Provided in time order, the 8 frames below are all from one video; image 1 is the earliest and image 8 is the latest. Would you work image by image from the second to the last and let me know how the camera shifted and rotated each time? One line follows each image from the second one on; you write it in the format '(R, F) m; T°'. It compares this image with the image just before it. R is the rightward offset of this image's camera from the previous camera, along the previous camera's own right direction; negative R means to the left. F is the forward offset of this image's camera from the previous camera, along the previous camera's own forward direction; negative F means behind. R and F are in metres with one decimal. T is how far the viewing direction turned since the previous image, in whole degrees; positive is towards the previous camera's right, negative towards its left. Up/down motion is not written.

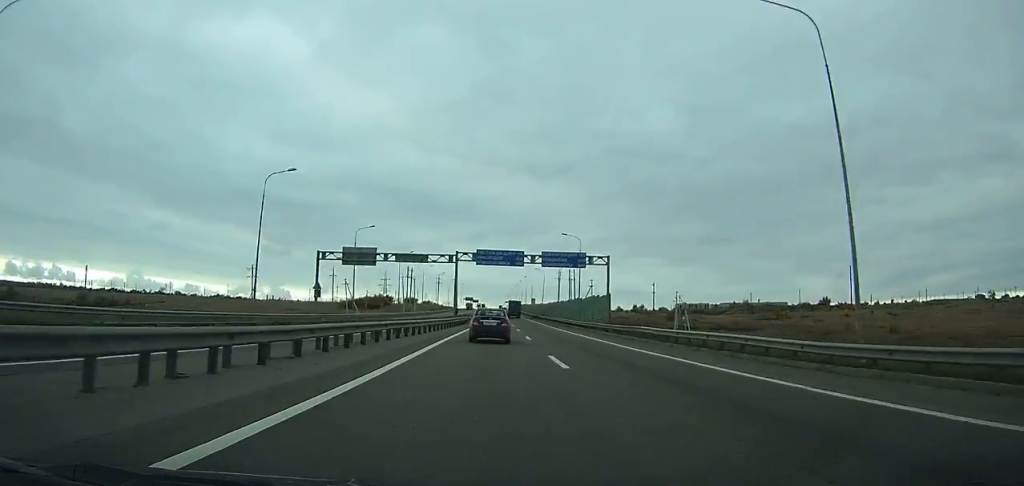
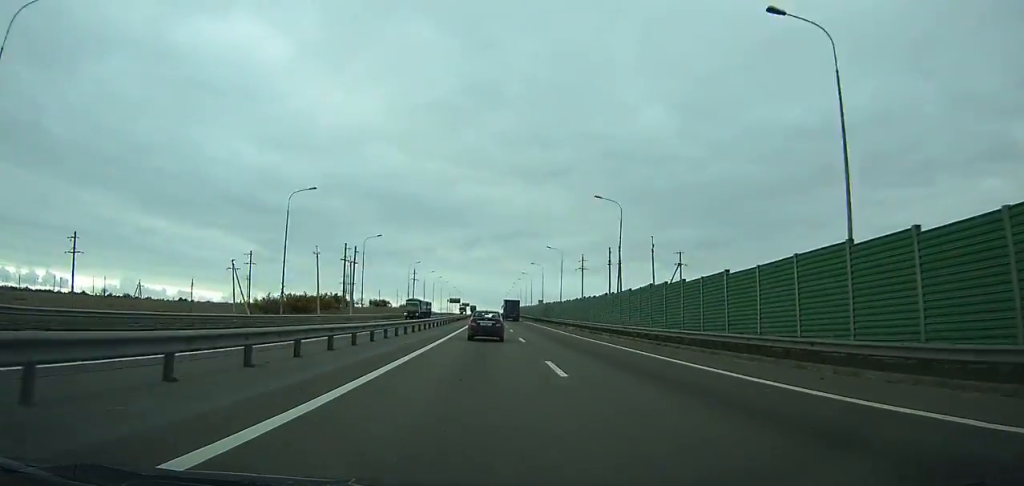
(-0.1, +99.0) m; 0°
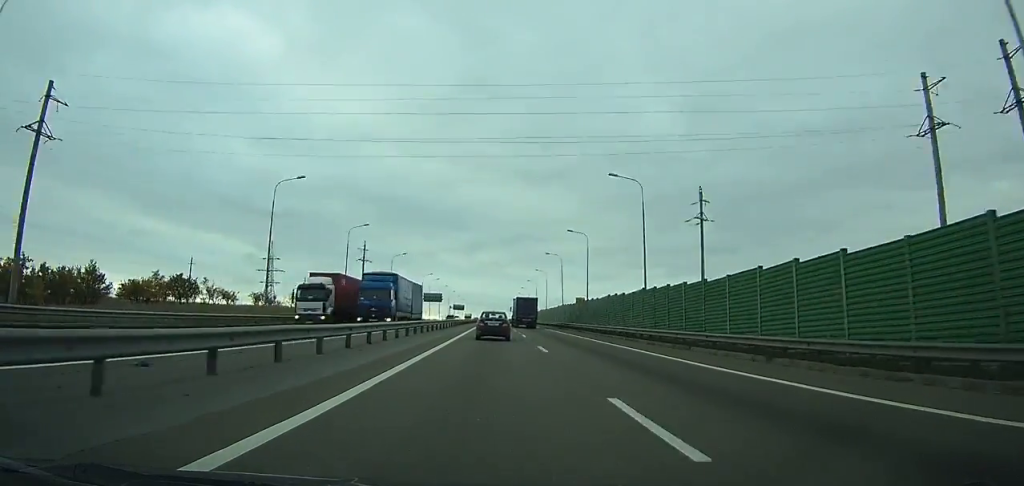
(-0.2, +117.3) m; 0°
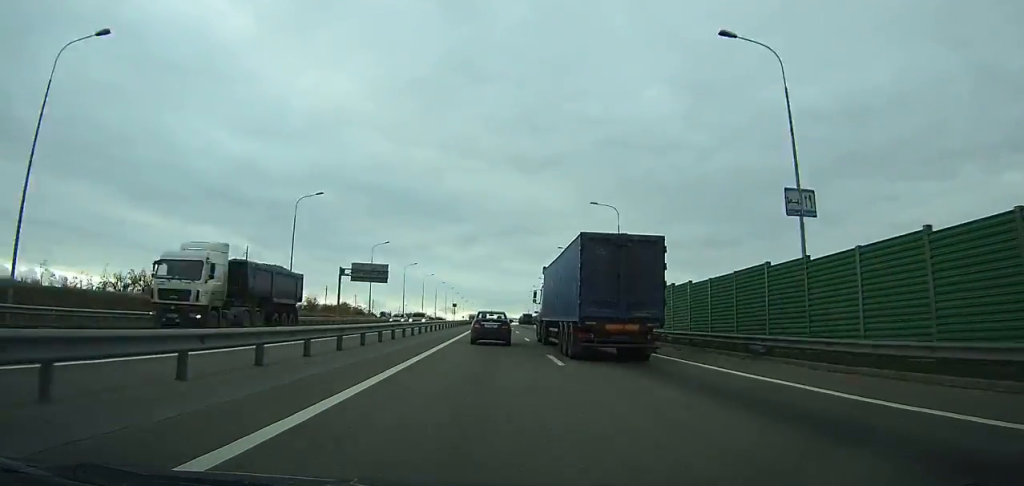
(+0.1, +180.8) m; 0°
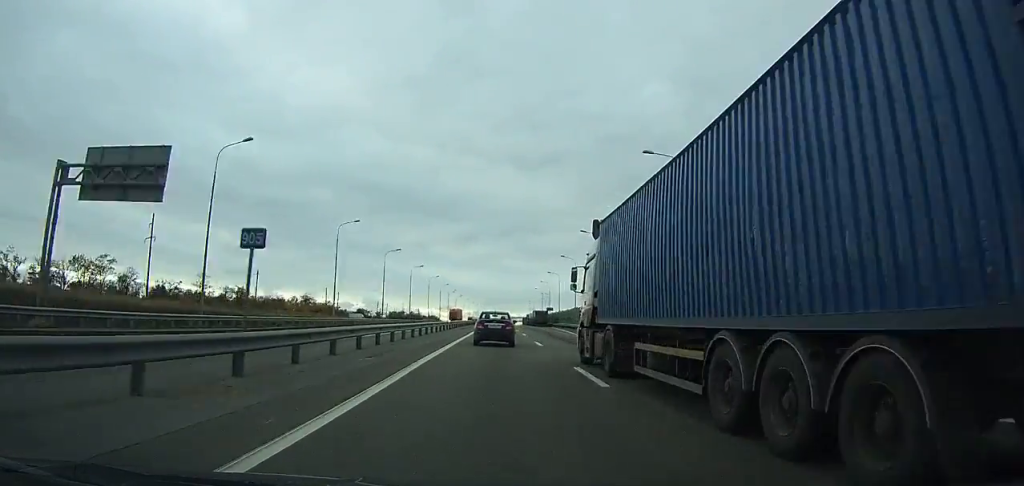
(0.0, +53.7) m; 0°
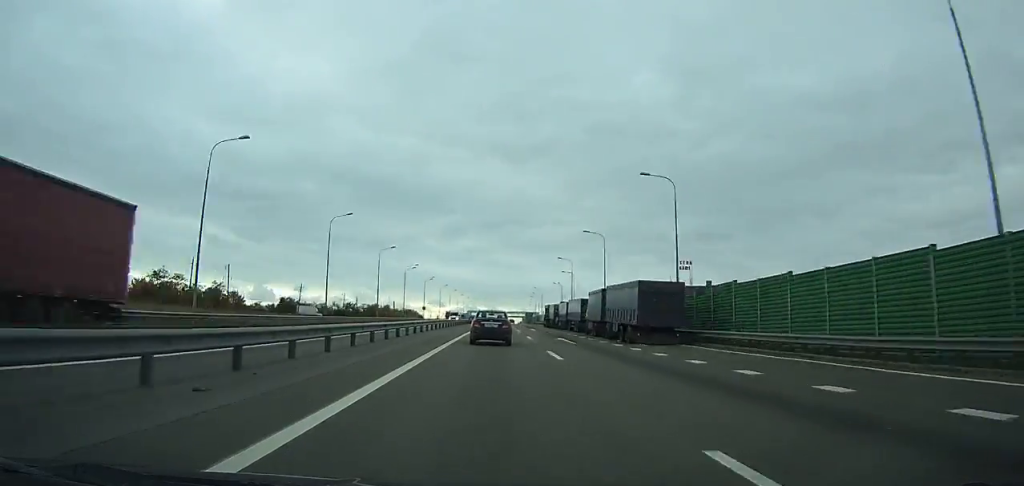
(-0.1, +88.9) m; 0°
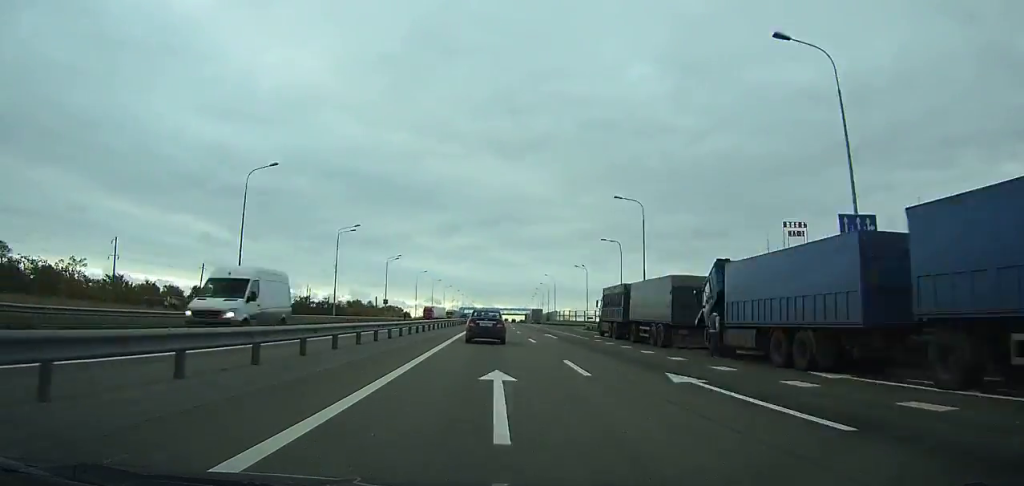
(+0.1, +53.0) m; 0°
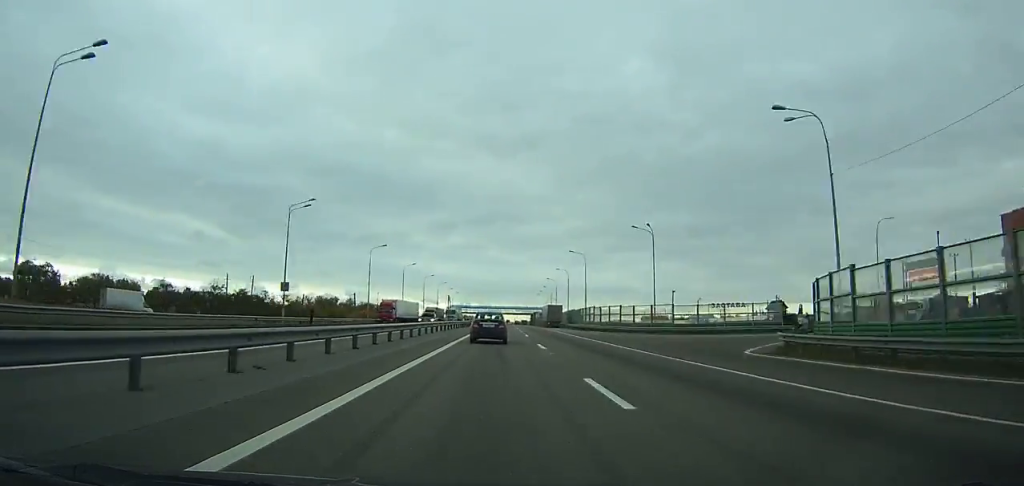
(+0.2, +52.9) m; +1°
